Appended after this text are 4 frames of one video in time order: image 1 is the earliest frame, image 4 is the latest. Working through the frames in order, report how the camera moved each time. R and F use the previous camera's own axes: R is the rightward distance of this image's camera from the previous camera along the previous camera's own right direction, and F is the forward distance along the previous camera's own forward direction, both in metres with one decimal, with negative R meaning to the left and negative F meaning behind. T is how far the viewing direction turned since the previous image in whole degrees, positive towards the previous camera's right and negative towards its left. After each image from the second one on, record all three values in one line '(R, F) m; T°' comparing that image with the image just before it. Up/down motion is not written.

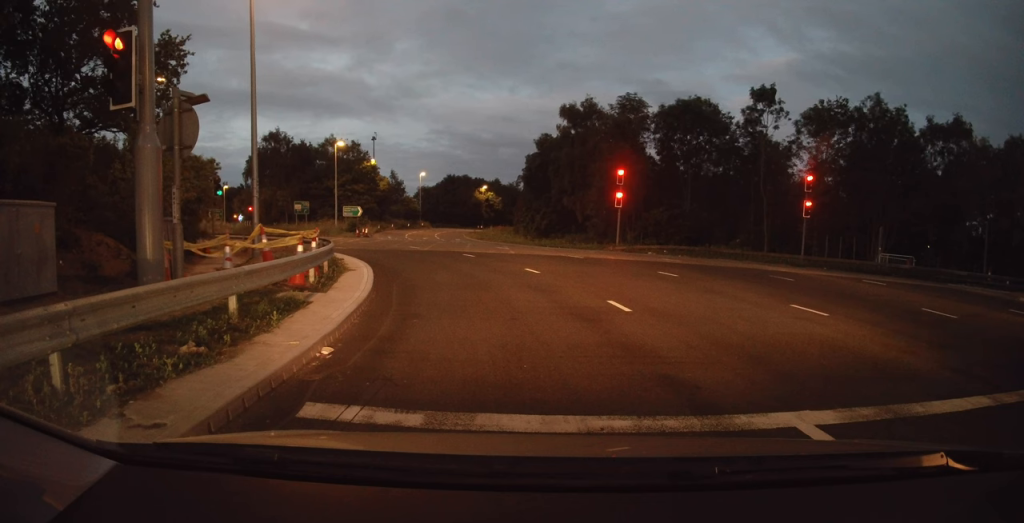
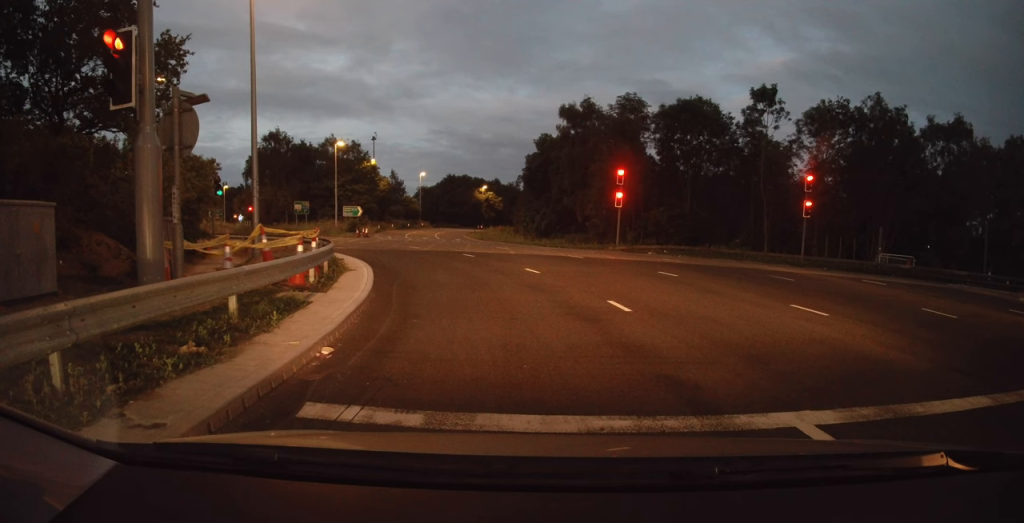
(0.0, 0.0) m; 0°
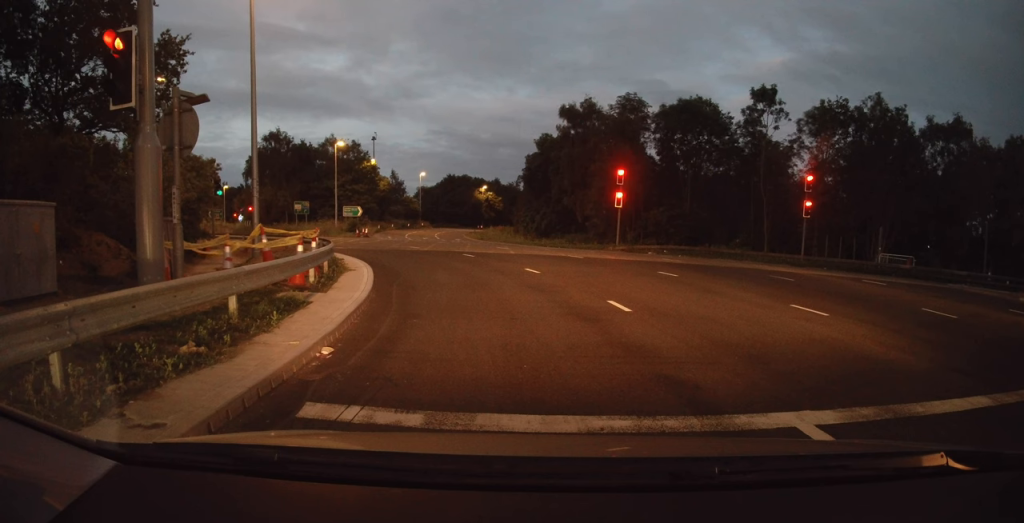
(0.0, 0.0) m; 0°
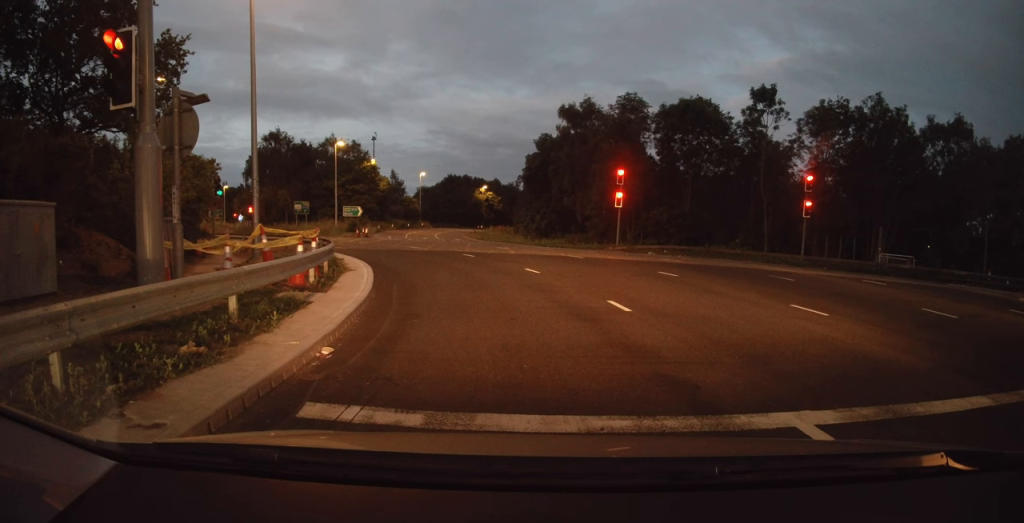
(0.0, 0.0) m; 0°
